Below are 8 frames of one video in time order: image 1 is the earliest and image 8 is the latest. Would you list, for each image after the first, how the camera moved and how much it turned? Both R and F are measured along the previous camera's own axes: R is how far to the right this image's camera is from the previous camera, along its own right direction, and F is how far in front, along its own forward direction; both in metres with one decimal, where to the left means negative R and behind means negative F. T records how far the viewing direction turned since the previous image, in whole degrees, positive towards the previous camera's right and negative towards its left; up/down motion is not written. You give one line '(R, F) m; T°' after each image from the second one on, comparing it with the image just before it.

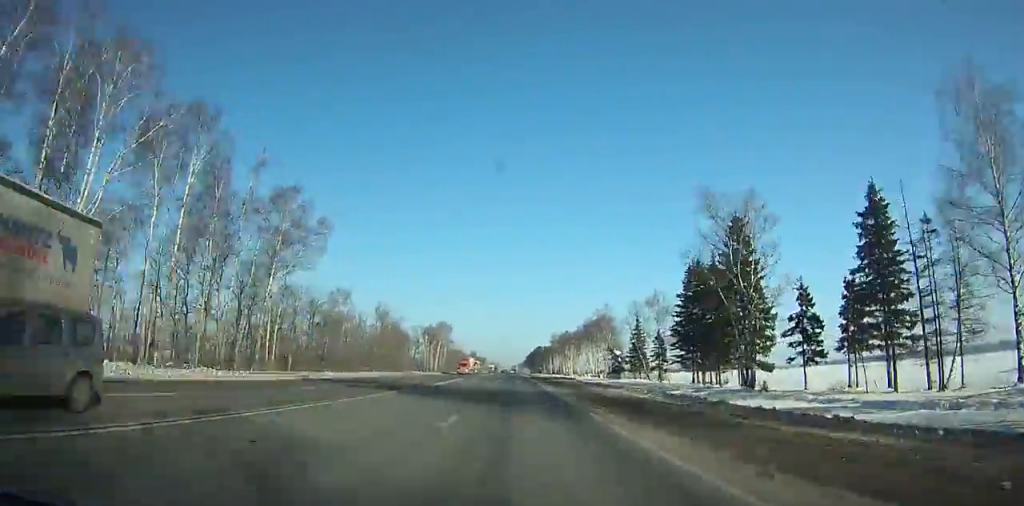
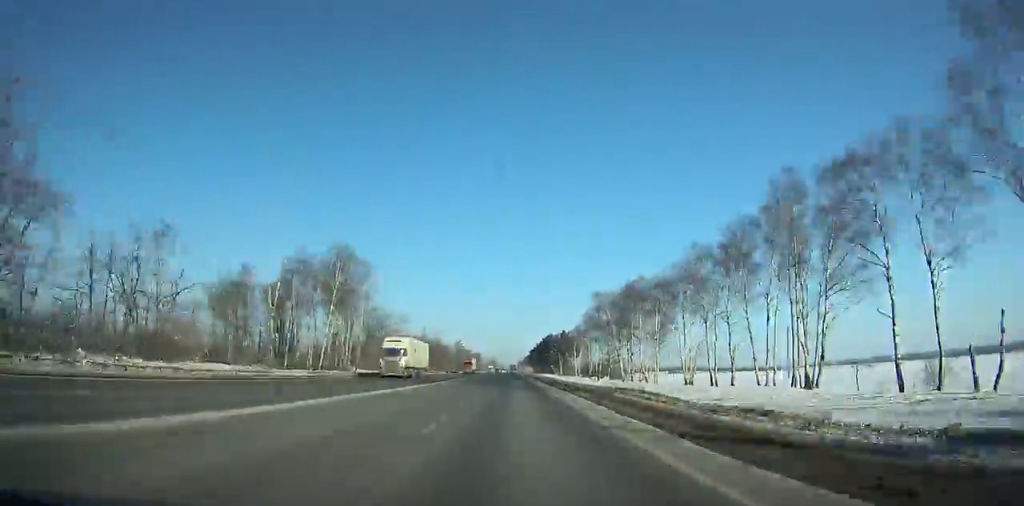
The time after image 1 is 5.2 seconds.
(+0.3, +121.9) m; 0°
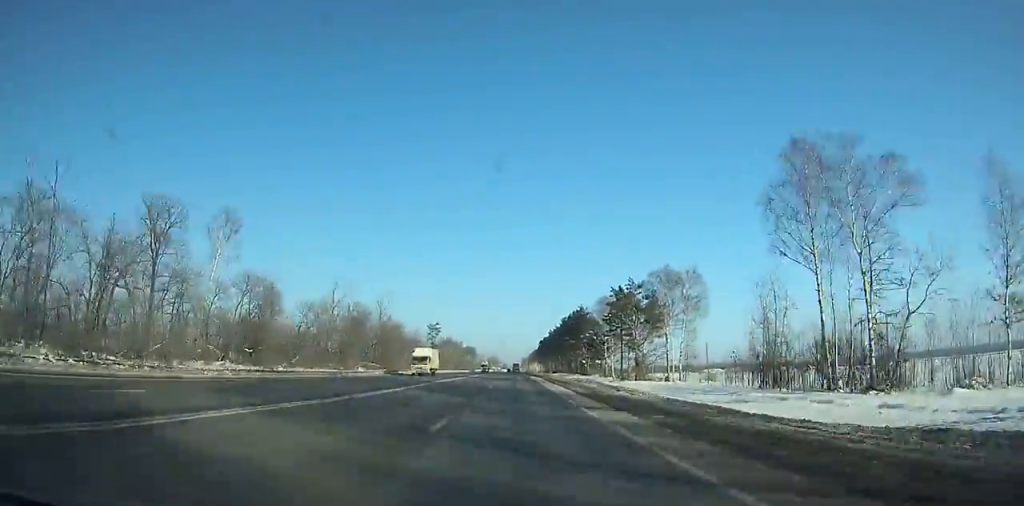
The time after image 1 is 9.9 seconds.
(-0.5, +111.6) m; 0°
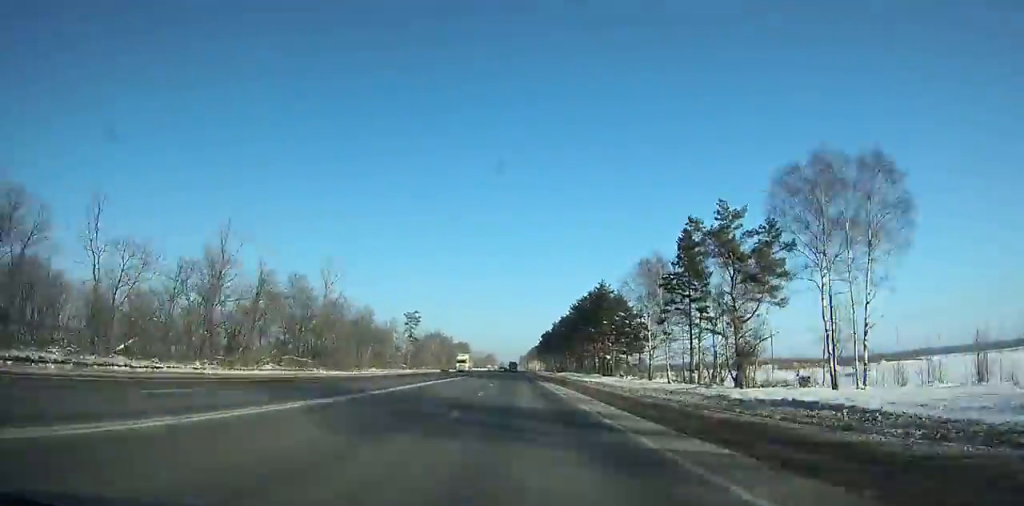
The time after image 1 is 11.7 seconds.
(-0.3, +44.3) m; +1°
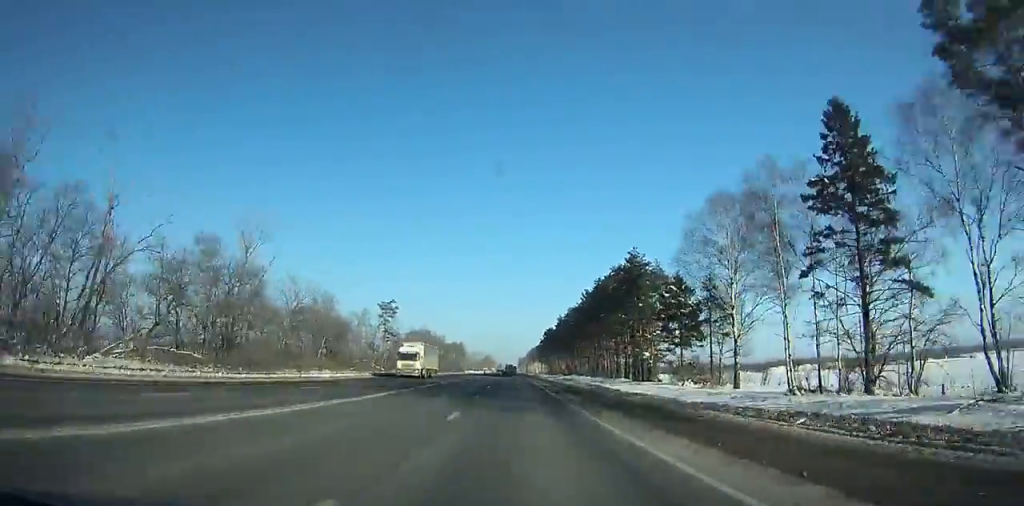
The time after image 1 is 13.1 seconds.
(+0.5, +35.0) m; +1°
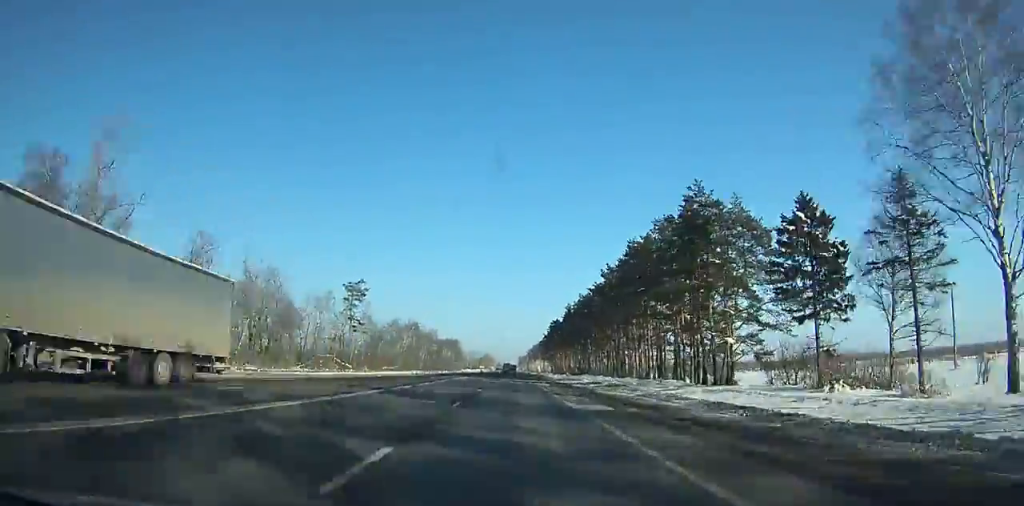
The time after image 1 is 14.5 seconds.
(+0.5, +35.3) m; +1°
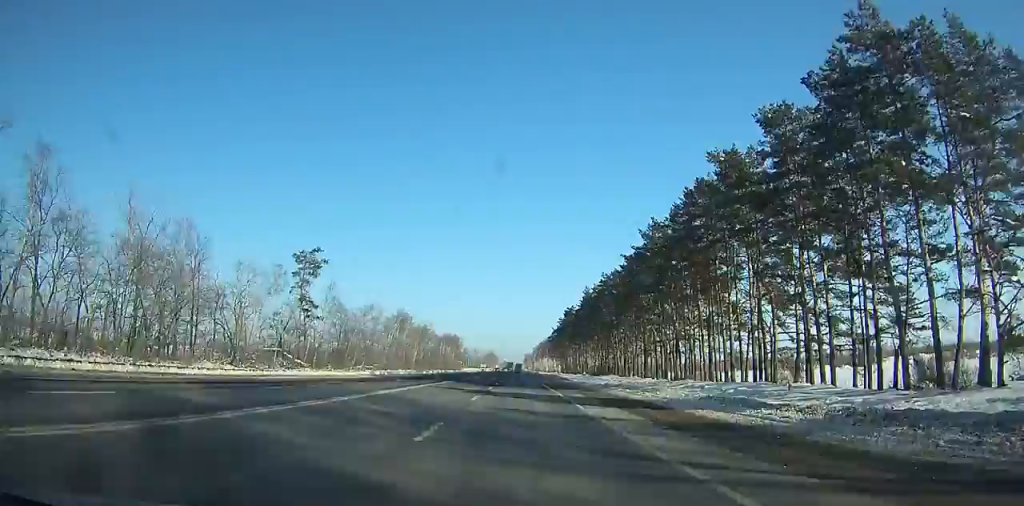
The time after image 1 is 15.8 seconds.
(+0.1, +32.5) m; 0°
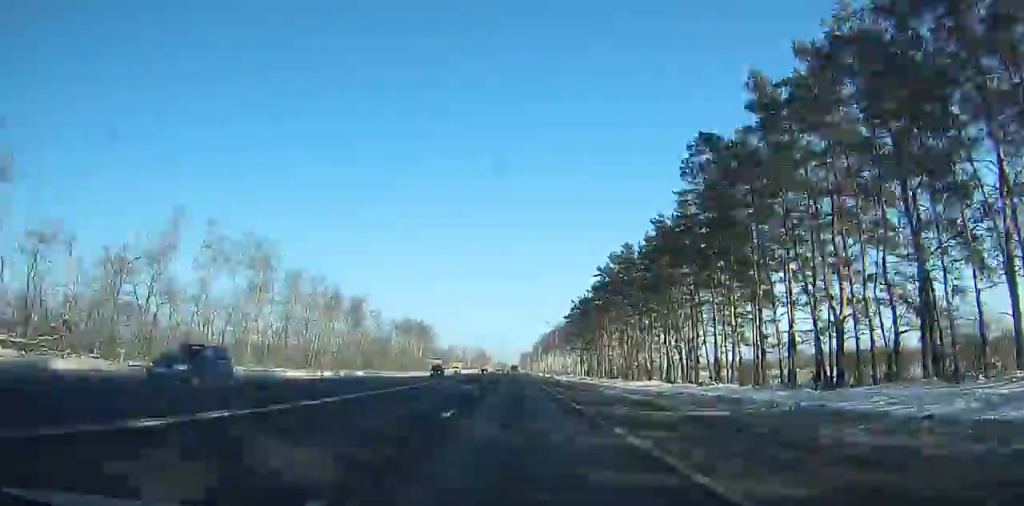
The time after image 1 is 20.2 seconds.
(-0.1, +107.1) m; -1°
